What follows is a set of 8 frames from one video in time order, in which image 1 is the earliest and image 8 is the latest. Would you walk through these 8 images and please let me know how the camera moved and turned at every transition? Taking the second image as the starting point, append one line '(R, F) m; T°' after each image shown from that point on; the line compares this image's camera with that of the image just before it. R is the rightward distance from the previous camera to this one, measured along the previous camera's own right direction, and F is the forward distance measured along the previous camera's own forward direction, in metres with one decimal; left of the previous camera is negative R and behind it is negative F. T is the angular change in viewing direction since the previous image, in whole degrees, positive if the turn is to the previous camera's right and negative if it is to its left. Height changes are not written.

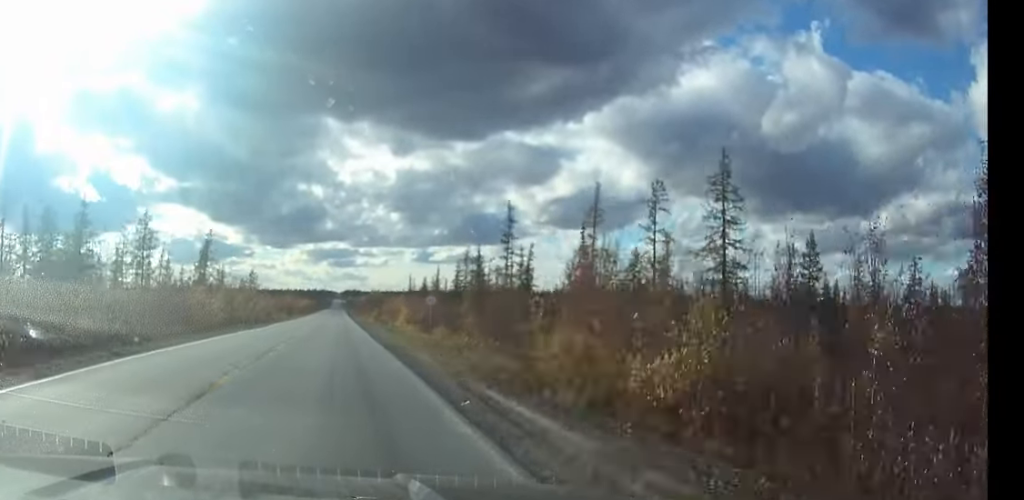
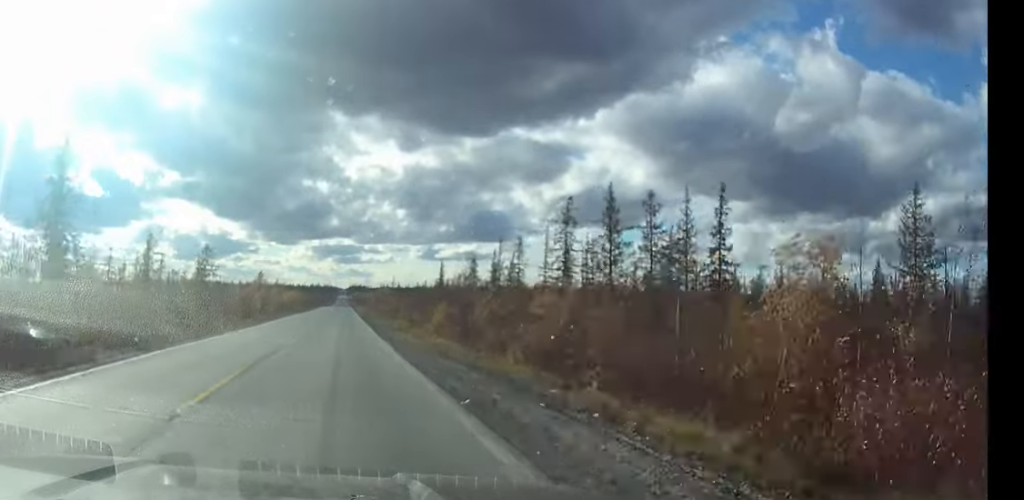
(-0.1, +59.5) m; 0°
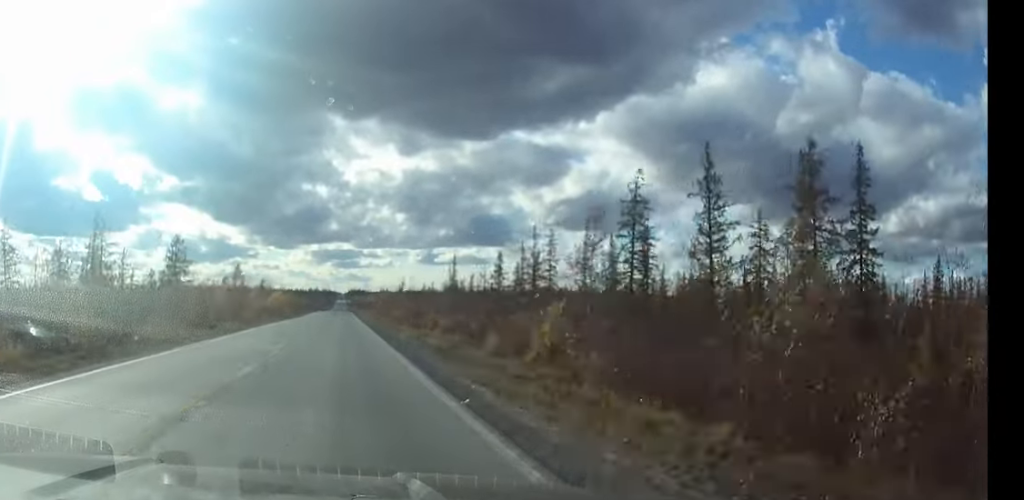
(0.0, +19.7) m; 0°
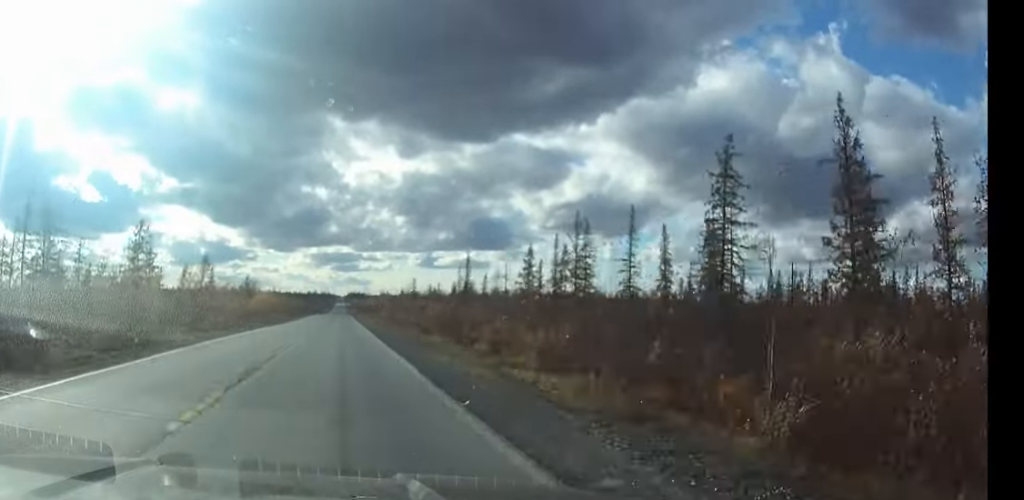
(0.0, +16.9) m; 0°
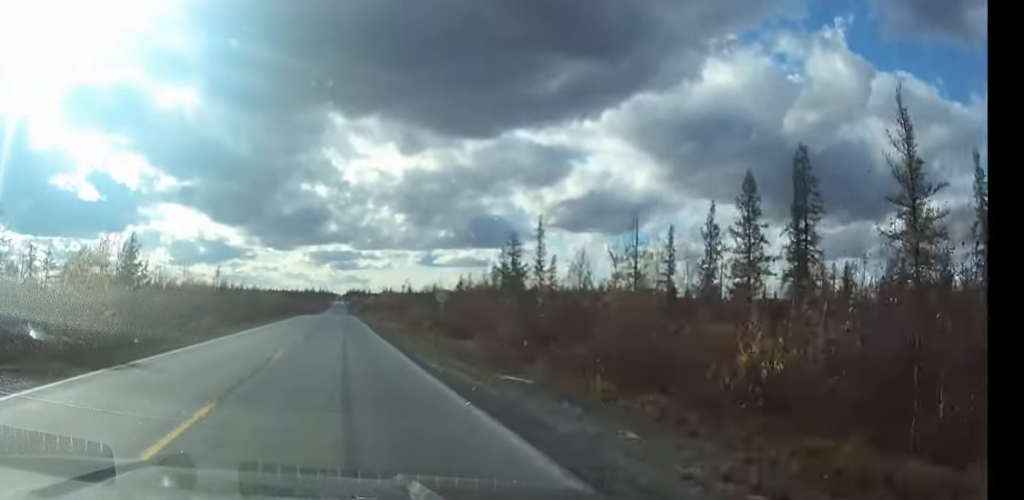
(0.0, +48.5) m; 0°
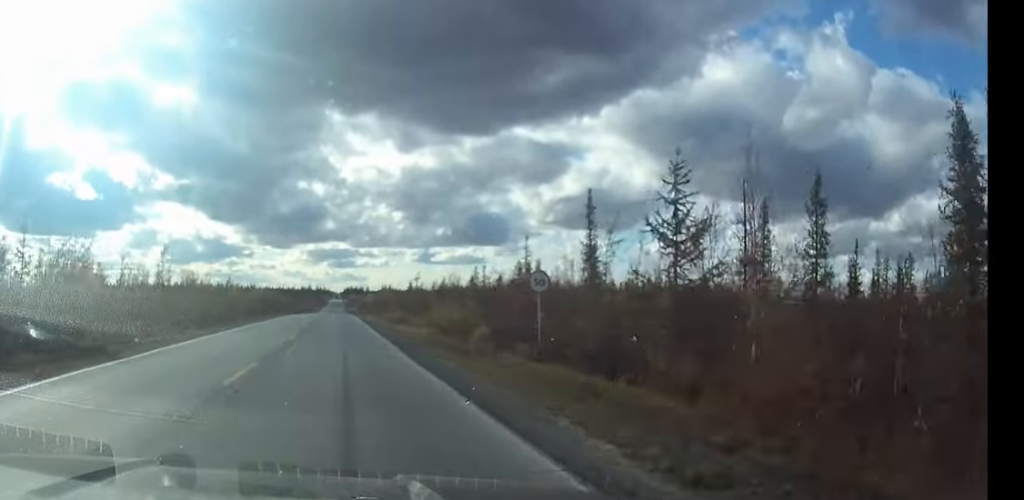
(0.0, +18.9) m; 0°
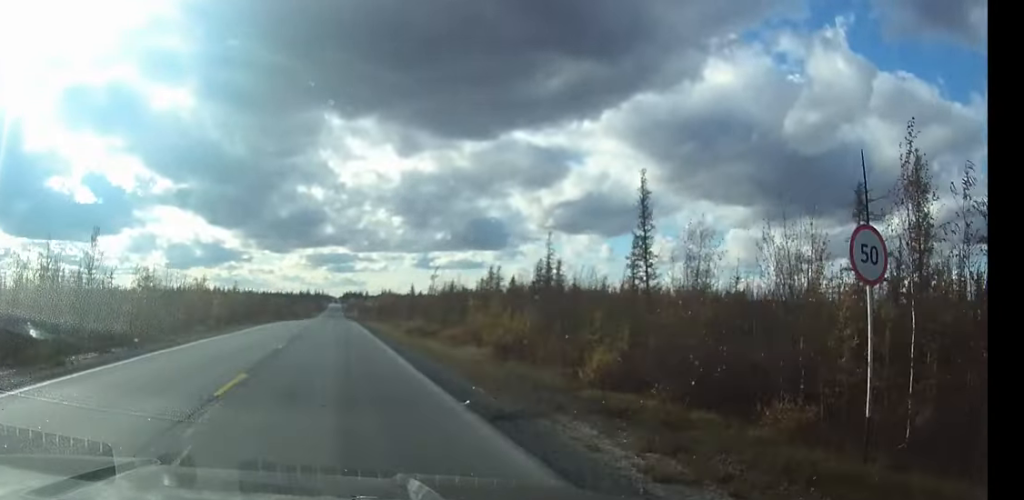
(0.0, +12.7) m; 0°
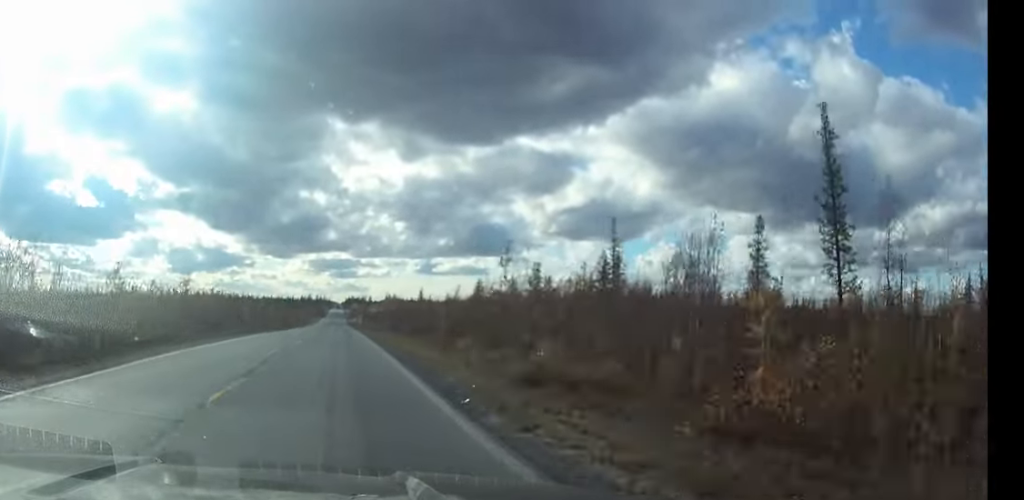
(0.0, +25.9) m; 0°
